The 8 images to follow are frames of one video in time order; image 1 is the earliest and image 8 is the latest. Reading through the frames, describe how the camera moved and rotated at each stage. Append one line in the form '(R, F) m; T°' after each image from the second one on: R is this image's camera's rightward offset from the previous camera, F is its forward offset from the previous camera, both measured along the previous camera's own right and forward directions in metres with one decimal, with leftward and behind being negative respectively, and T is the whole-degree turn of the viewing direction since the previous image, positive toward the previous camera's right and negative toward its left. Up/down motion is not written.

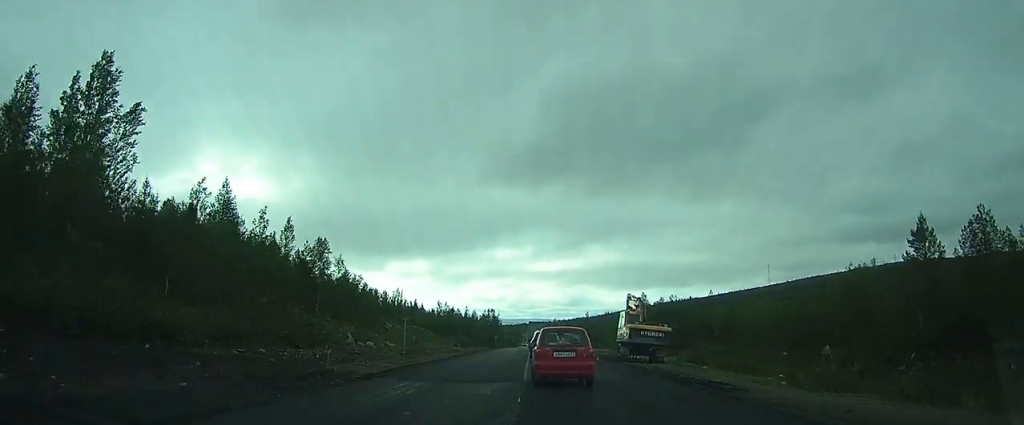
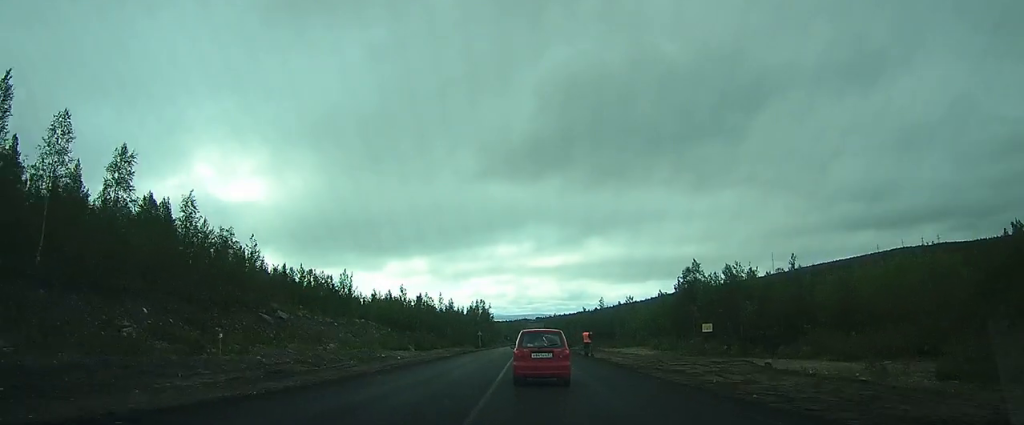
(0.0, +39.3) m; 0°
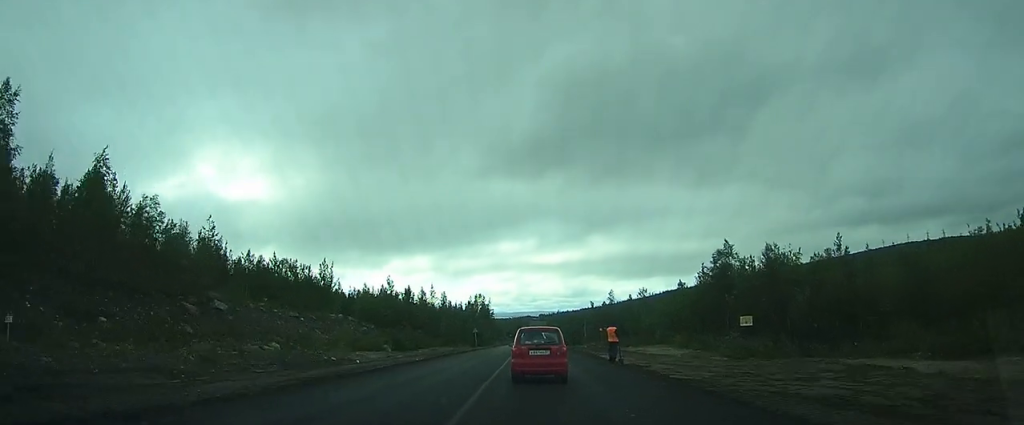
(0.0, +12.3) m; -1°
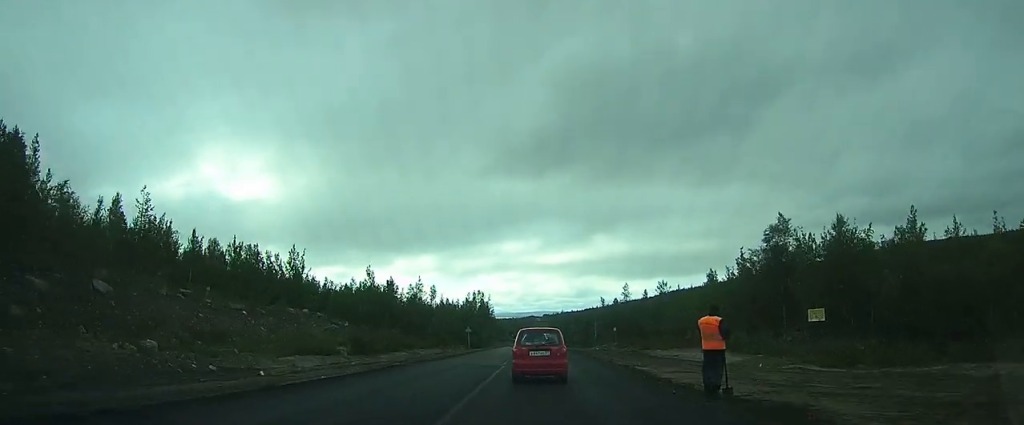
(-0.2, +14.3) m; -1°
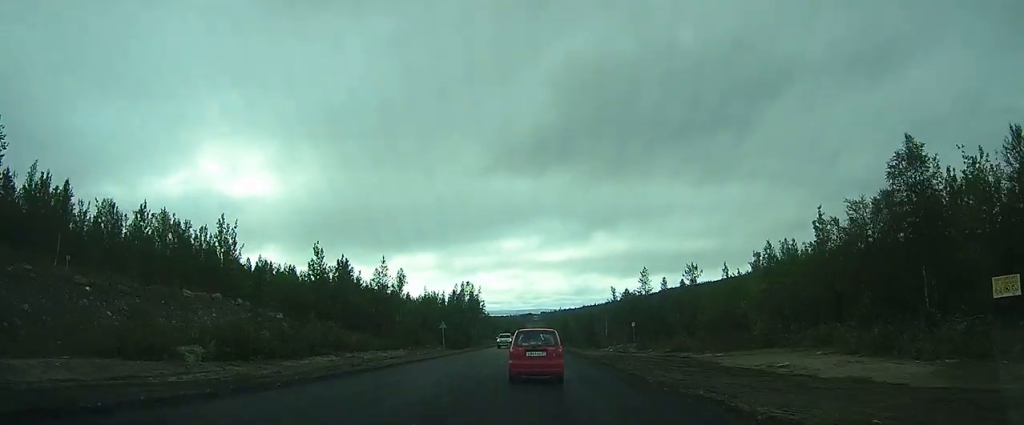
(0.0, +20.0) m; 0°
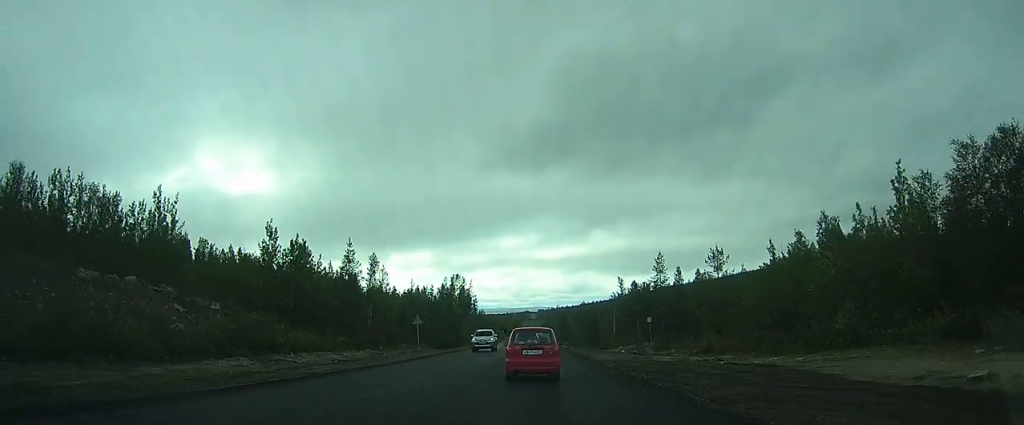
(0.0, +11.9) m; 0°
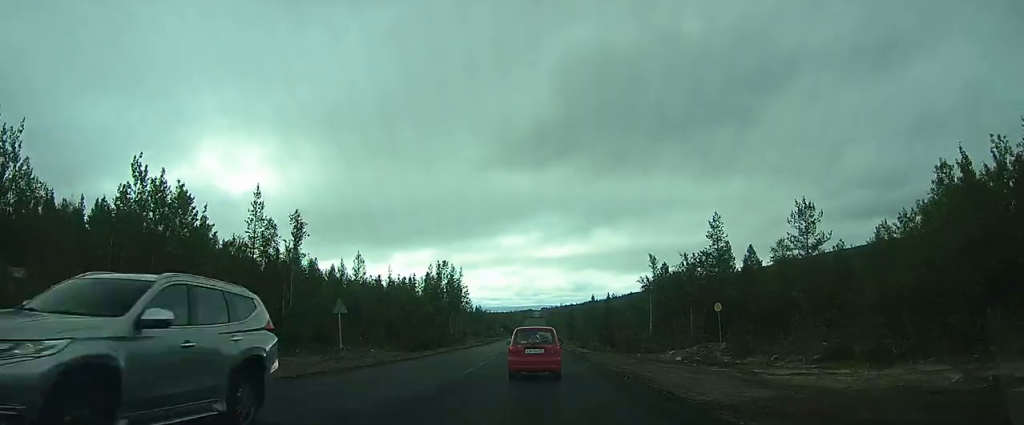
(0.0, +21.3) m; 0°
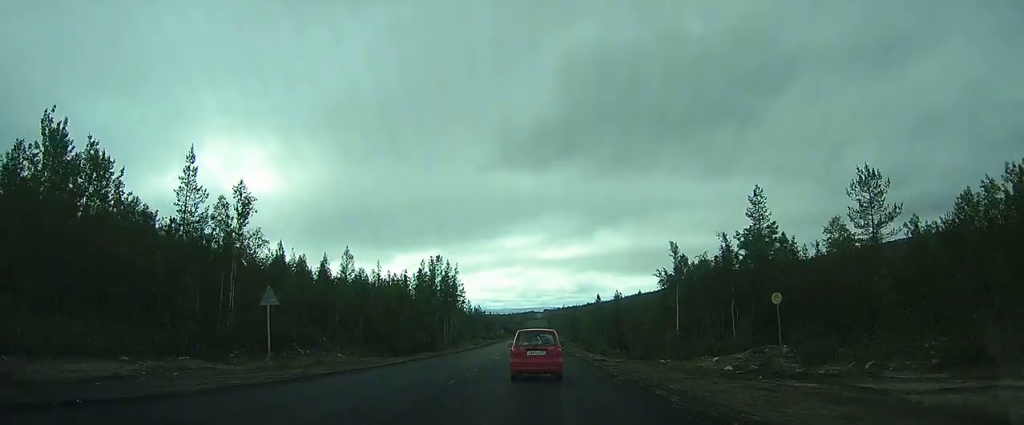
(0.0, +8.7) m; 0°
